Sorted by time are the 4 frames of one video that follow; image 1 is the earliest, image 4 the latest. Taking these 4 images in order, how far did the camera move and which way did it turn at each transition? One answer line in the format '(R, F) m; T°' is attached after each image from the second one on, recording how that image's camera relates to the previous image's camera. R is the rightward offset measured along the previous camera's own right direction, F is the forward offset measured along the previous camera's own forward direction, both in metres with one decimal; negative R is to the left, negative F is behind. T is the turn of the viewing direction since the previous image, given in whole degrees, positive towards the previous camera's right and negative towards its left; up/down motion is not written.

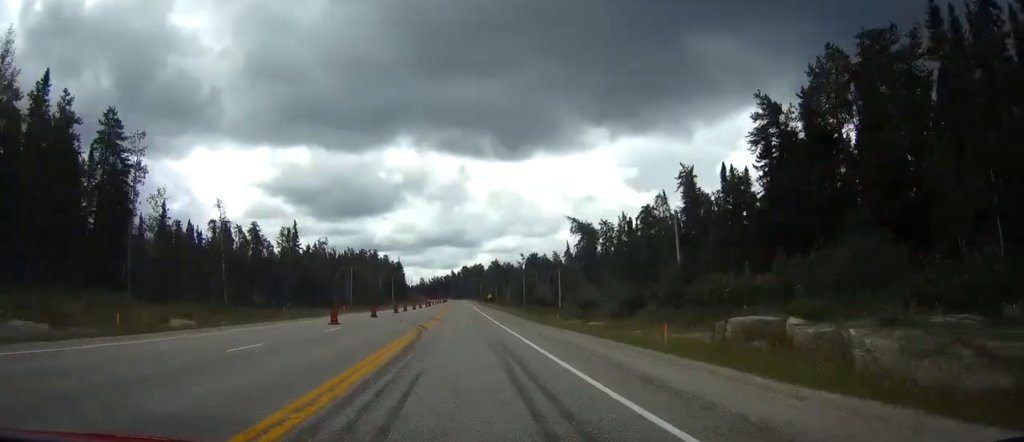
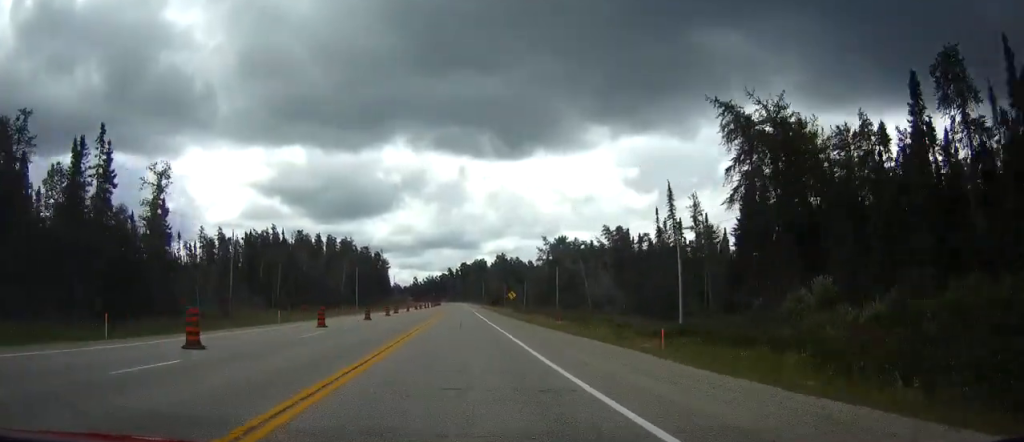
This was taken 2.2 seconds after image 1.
(+0.2, +75.5) m; 0°
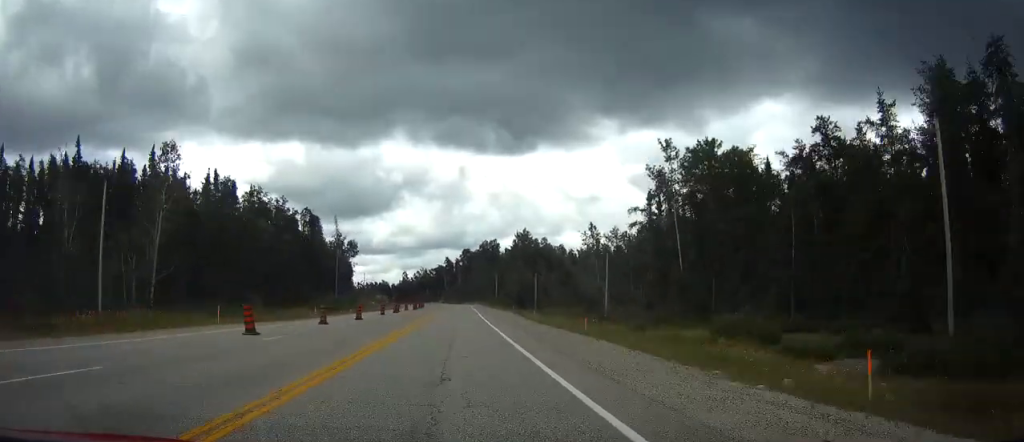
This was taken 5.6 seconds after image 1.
(0.0, +111.8) m; 0°
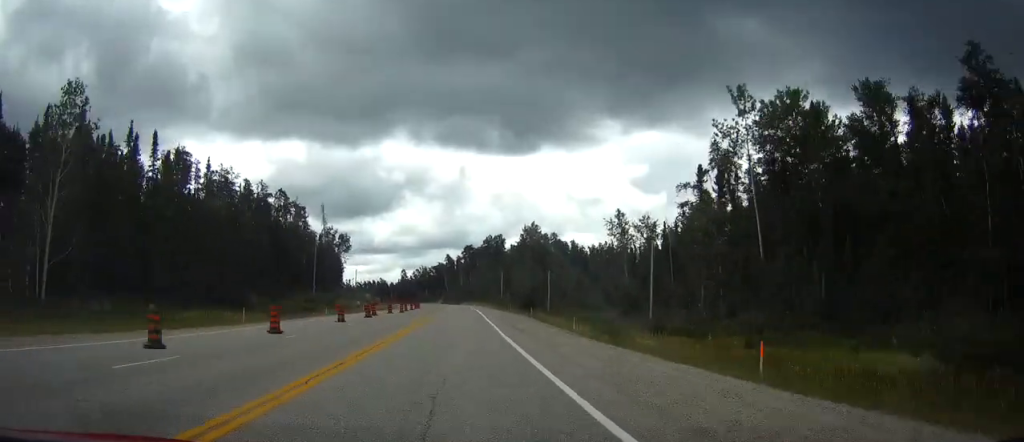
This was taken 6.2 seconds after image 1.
(0.0, +20.7) m; 0°
